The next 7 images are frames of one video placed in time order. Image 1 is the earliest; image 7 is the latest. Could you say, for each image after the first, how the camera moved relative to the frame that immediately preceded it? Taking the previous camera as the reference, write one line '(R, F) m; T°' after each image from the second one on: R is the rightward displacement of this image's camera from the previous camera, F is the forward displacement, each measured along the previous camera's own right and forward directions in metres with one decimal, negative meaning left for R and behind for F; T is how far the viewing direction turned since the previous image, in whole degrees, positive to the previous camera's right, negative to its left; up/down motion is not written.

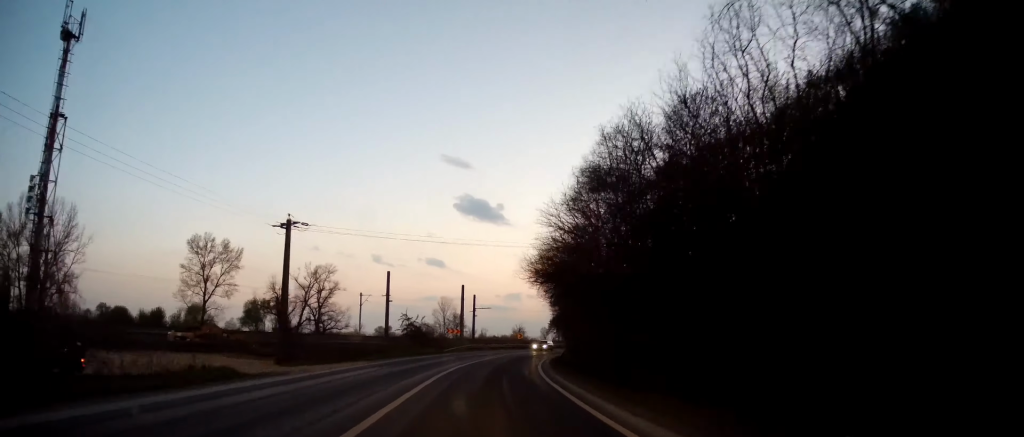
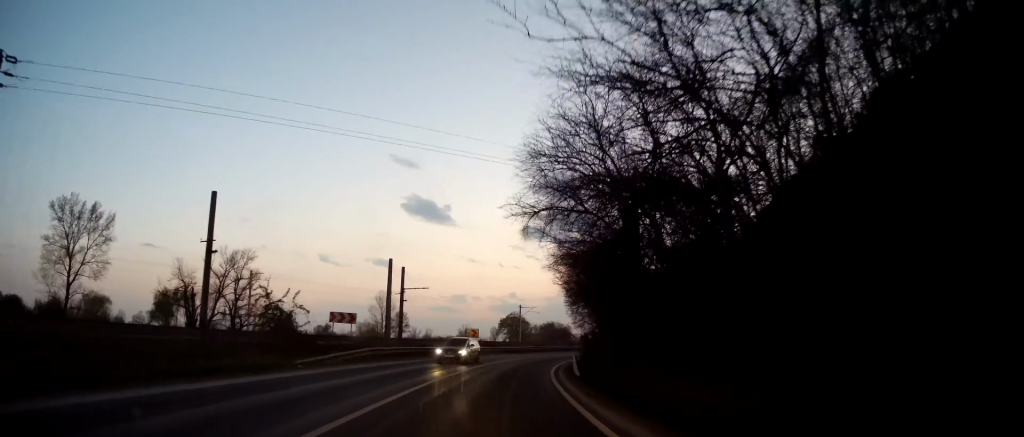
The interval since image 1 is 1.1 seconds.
(+0.7, +28.4) m; +4°
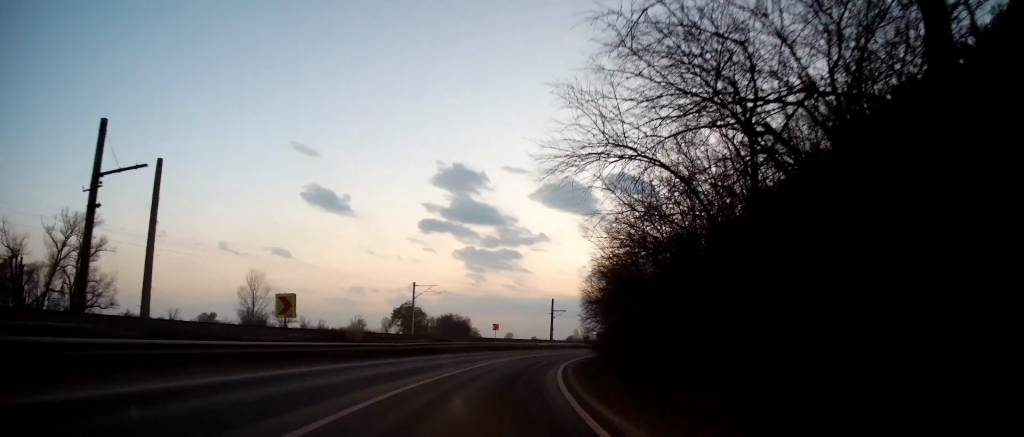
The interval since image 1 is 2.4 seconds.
(+2.2, +32.0) m; +8°
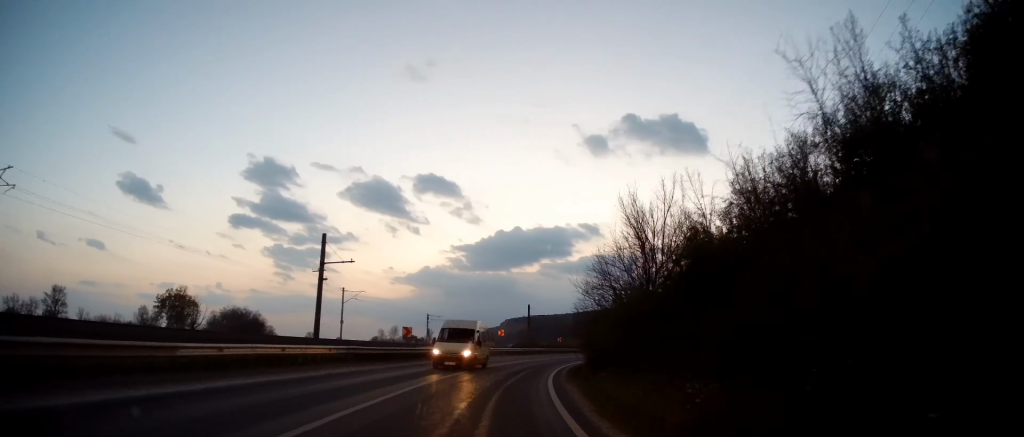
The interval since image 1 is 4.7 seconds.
(+8.1, +53.1) m; +22°
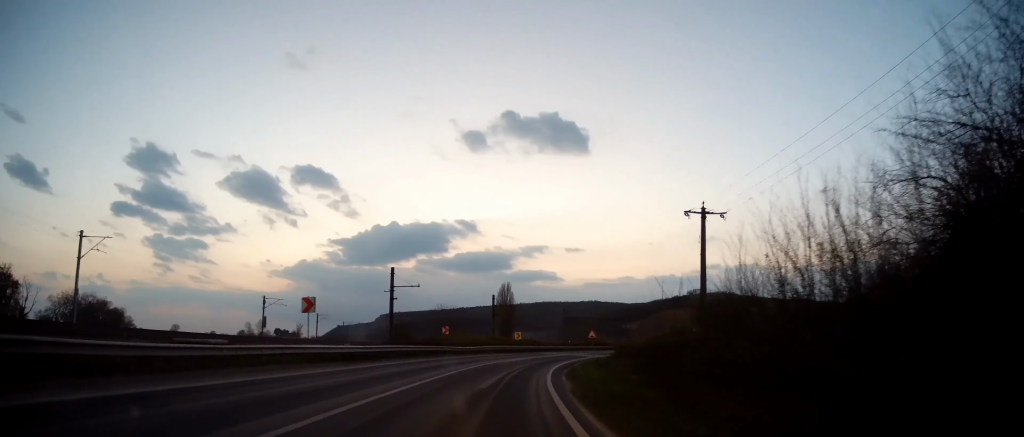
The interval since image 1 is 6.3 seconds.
(+4.8, +34.6) m; +12°
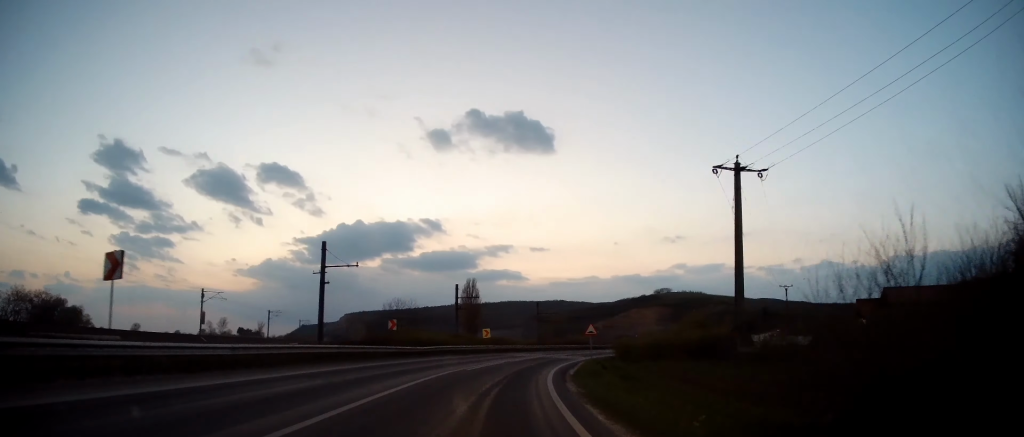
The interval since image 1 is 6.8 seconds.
(0.0, +11.1) m; +3°
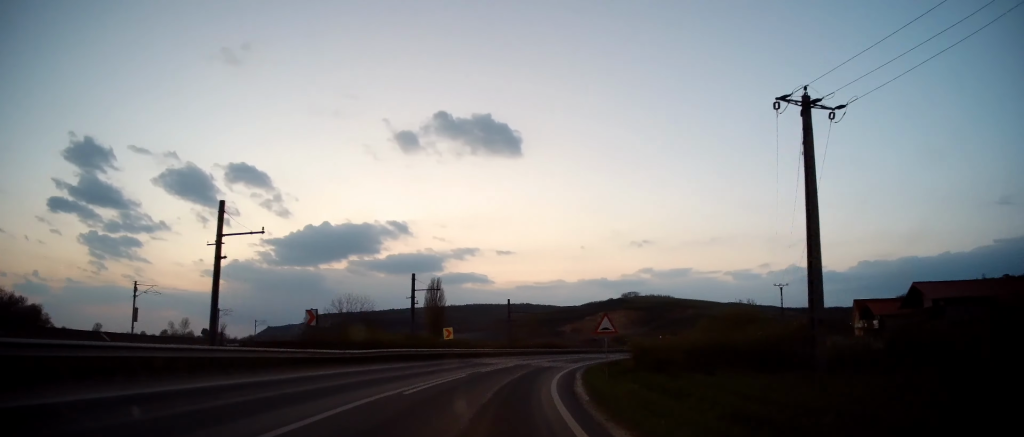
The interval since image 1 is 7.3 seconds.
(+0.7, +10.3) m; +4°
